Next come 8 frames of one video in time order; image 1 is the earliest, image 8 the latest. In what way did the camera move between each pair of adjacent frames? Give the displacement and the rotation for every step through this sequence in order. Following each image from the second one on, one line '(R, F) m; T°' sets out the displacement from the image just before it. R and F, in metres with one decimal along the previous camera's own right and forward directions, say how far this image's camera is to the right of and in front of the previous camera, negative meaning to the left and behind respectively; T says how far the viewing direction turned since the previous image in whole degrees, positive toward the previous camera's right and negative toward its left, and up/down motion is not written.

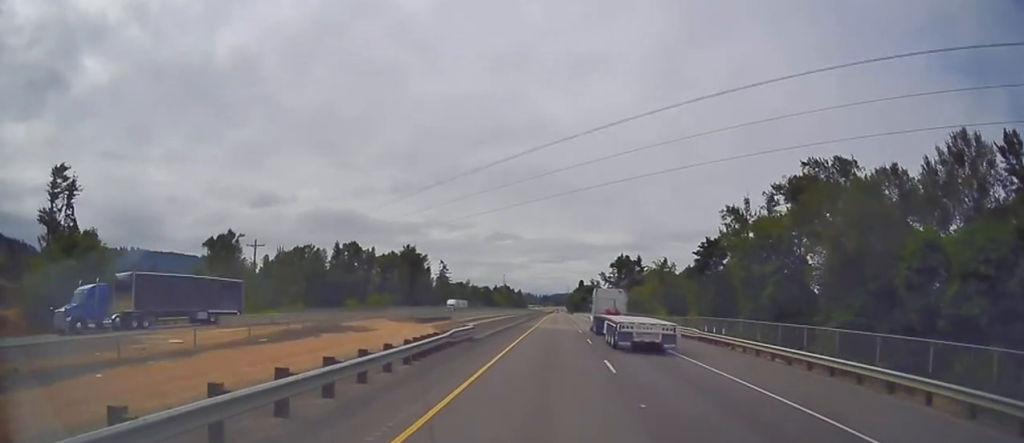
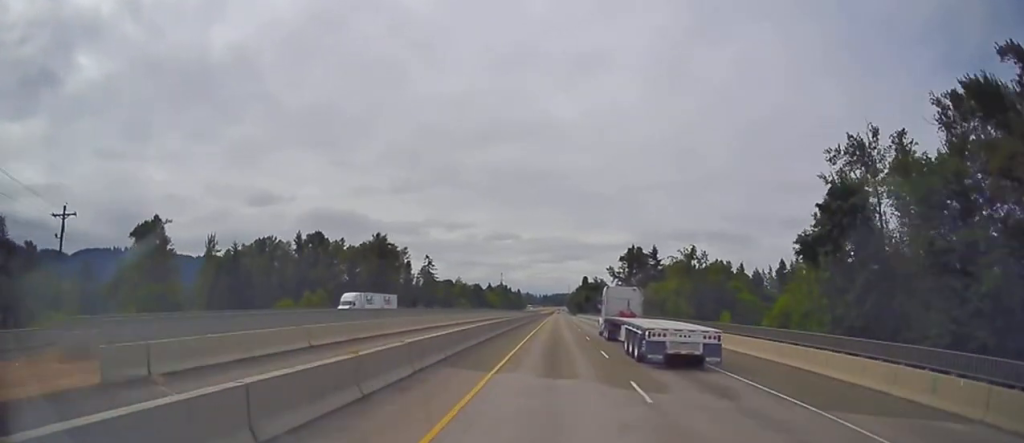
(+0.1, +42.0) m; 0°
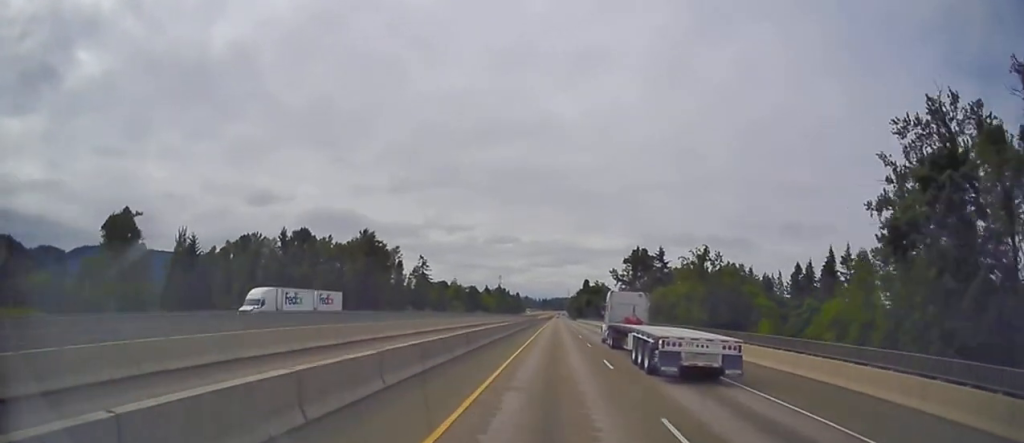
(0.0, +14.0) m; 0°
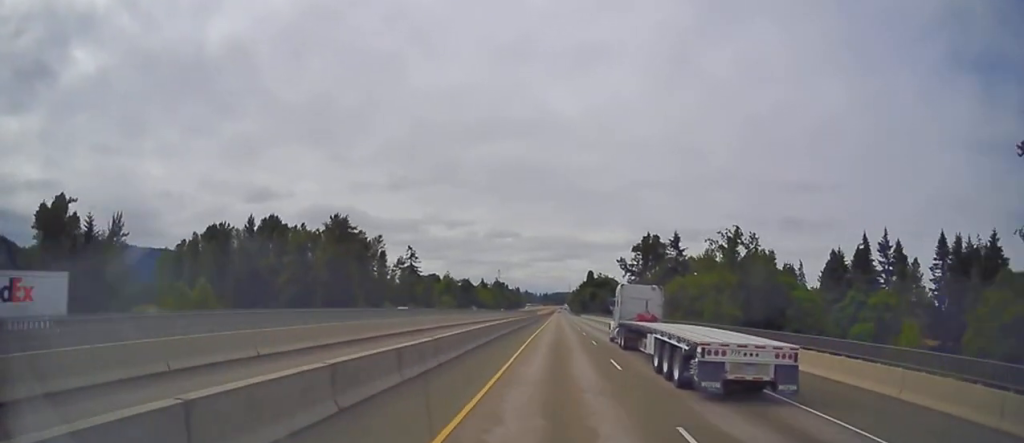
(+0.1, +26.9) m; +1°
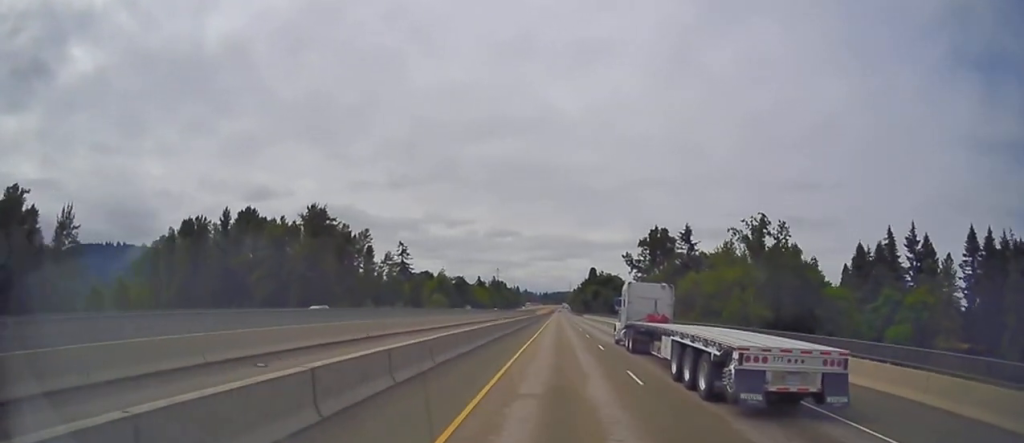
(+0.1, +15.9) m; 0°
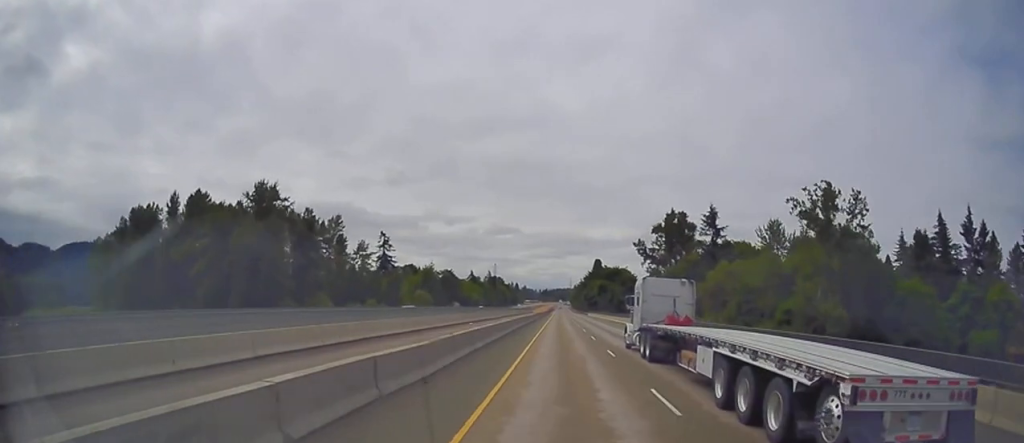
(+0.2, +29.0) m; 0°
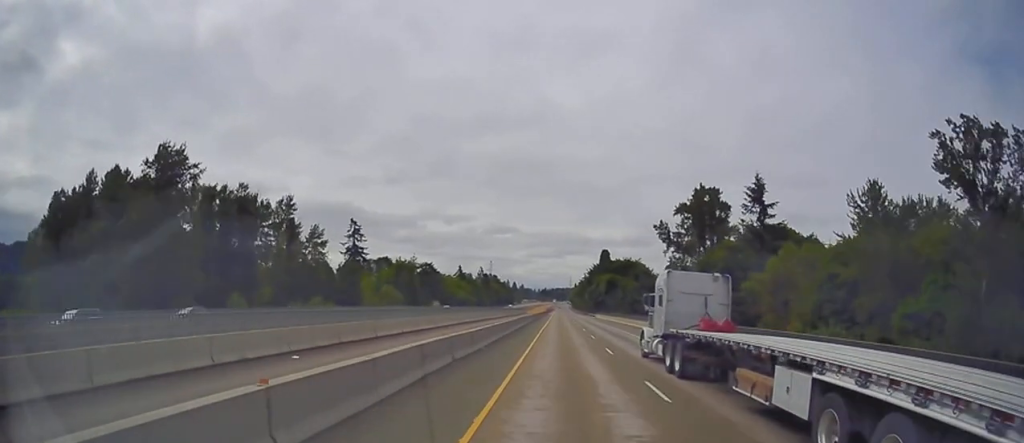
(-0.1, +34.1) m; 0°
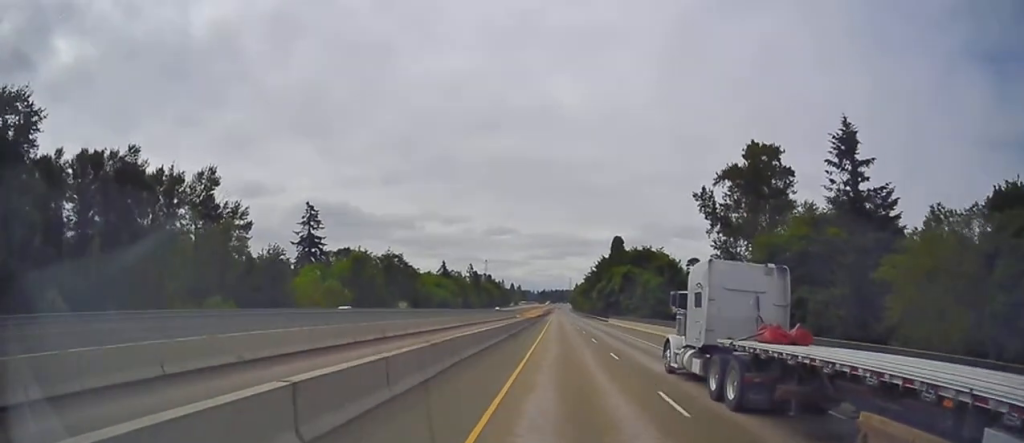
(0.0, +38.4) m; 0°
